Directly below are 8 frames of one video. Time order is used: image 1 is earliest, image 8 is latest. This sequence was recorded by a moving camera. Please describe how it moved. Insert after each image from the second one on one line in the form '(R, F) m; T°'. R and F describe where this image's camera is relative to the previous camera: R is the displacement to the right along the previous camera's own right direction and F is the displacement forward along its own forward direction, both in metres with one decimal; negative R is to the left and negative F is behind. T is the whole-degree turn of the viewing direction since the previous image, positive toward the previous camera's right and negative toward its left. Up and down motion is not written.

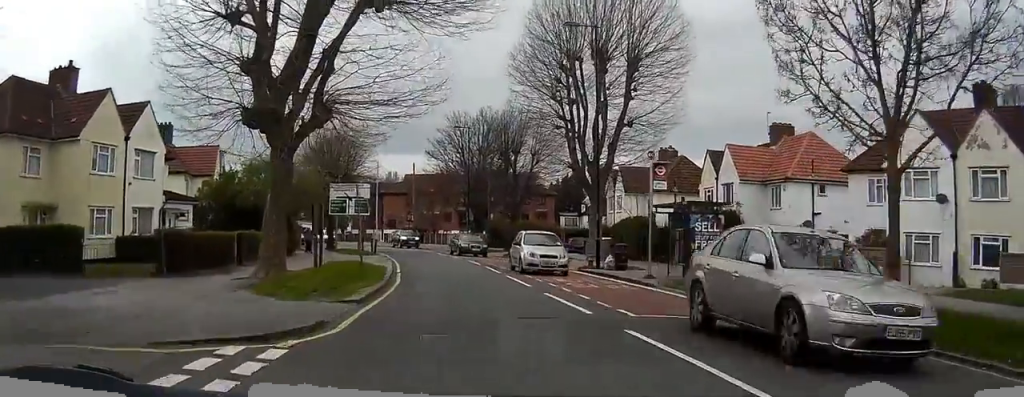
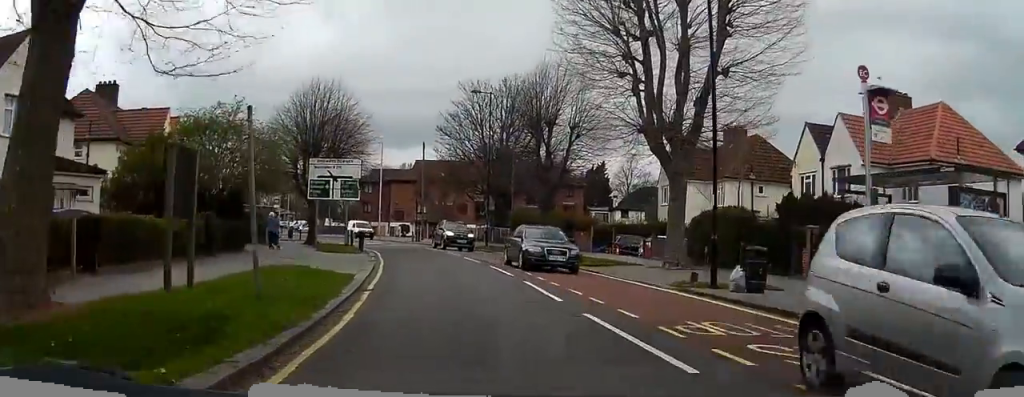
(-0.2, +12.6) m; -1°
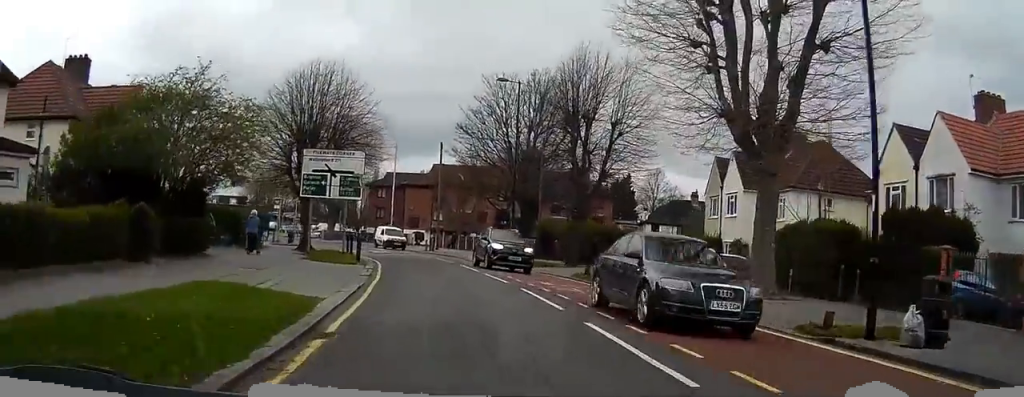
(0.0, +6.7) m; -1°
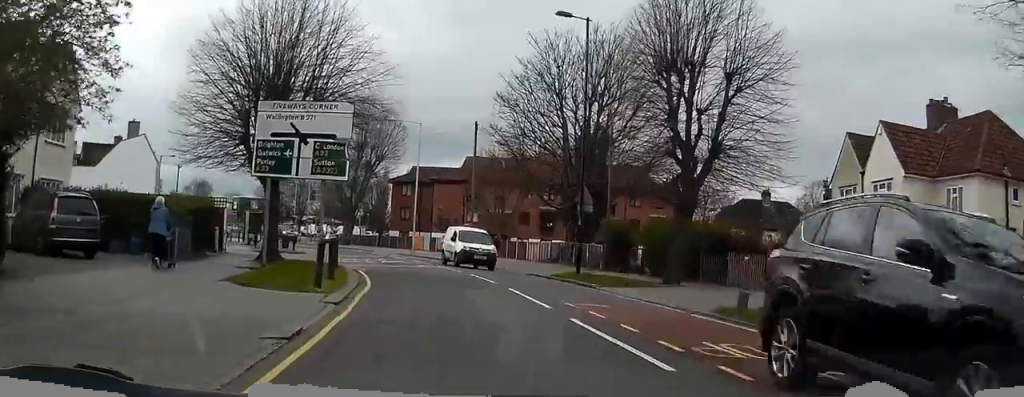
(-0.4, +13.5) m; -4°
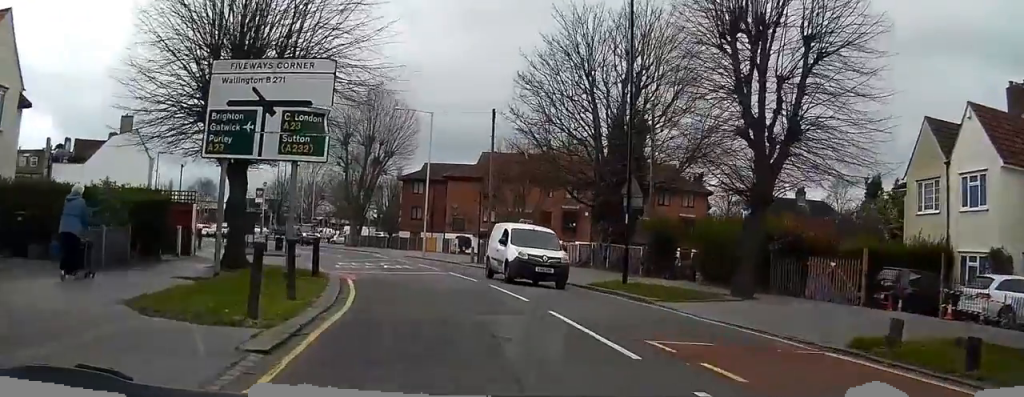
(-0.1, +5.7) m; -3°
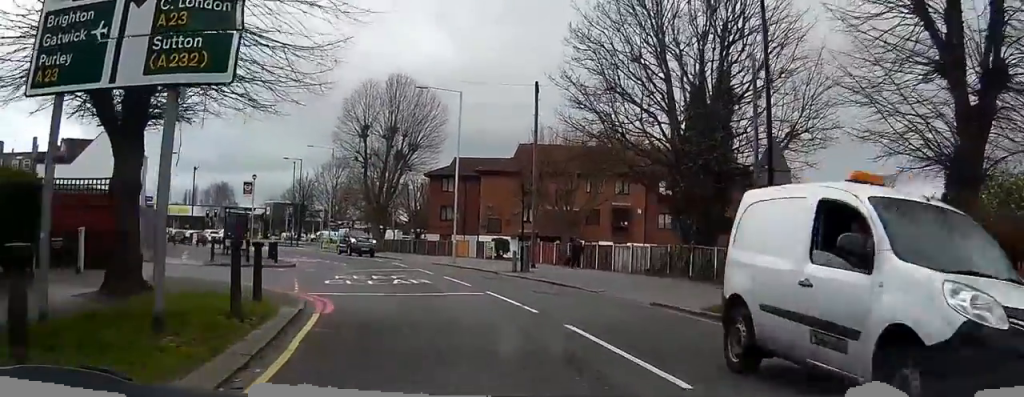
(-0.3, +8.6) m; -5°
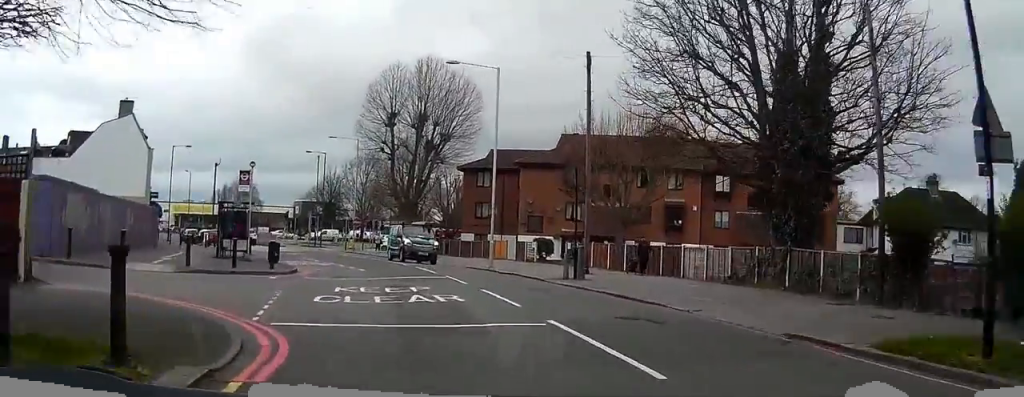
(-0.4, +5.8) m; -2°
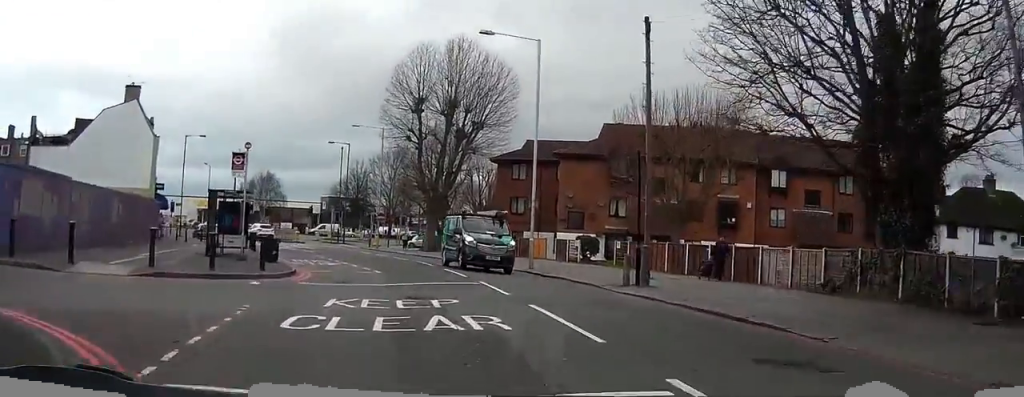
(+0.1, +4.8) m; -2°
